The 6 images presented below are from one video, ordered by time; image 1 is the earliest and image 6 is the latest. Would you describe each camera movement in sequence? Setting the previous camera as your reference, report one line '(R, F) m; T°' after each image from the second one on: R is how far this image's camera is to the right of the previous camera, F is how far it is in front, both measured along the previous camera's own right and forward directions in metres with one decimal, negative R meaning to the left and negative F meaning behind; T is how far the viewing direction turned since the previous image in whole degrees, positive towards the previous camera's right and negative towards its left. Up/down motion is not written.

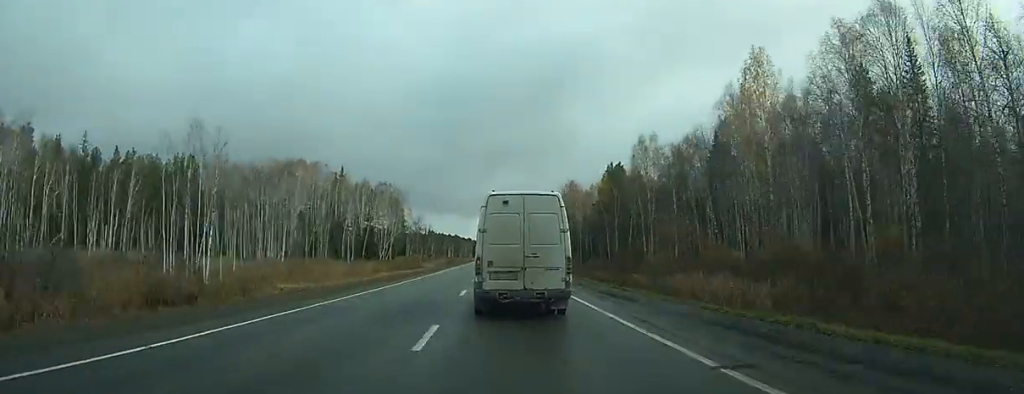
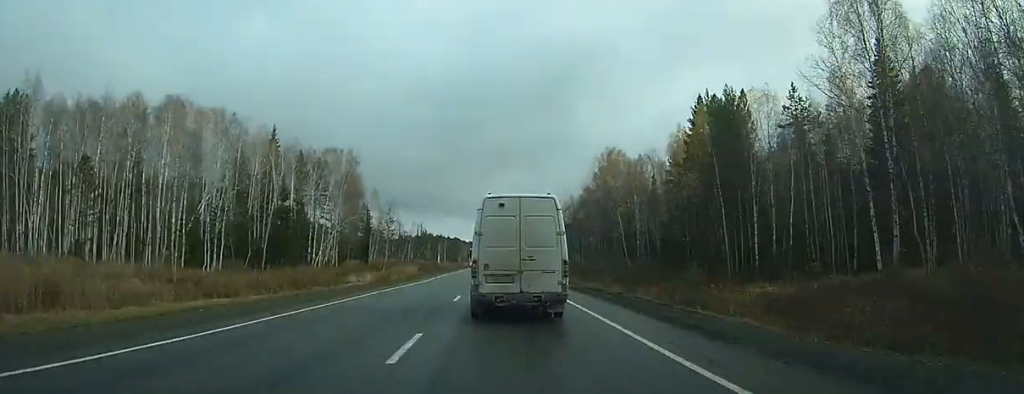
(+0.5, +60.2) m; 0°
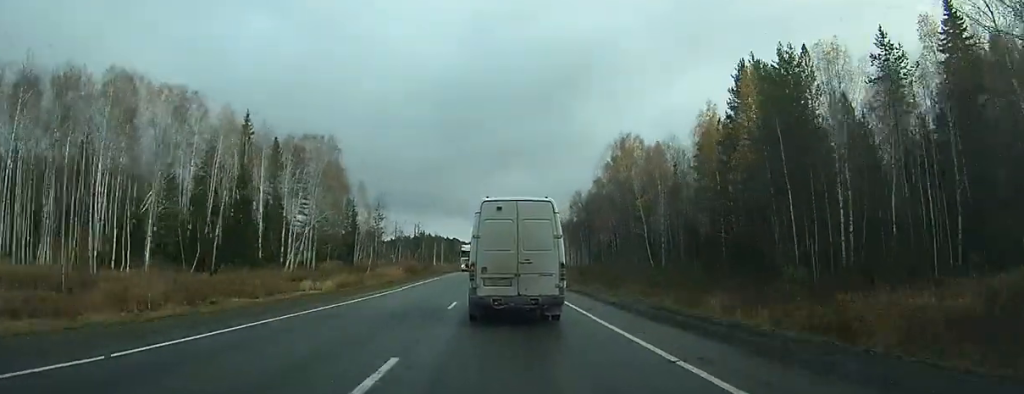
(+0.1, +15.0) m; 0°
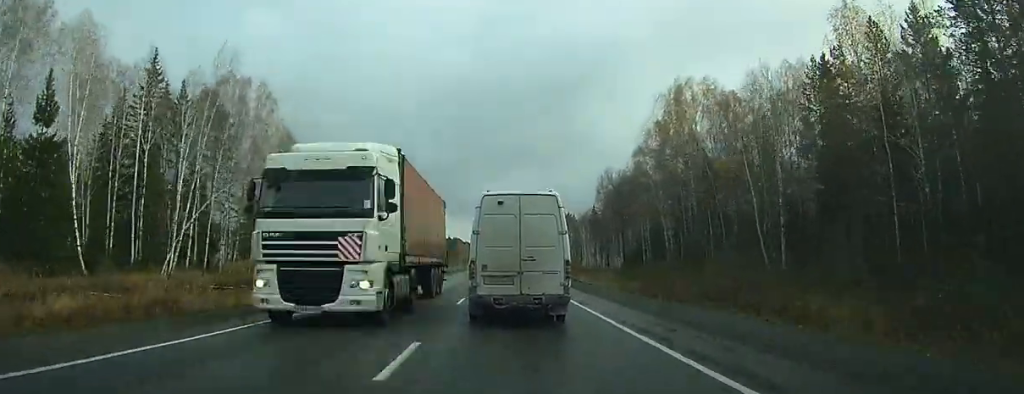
(-0.4, +35.8) m; -1°
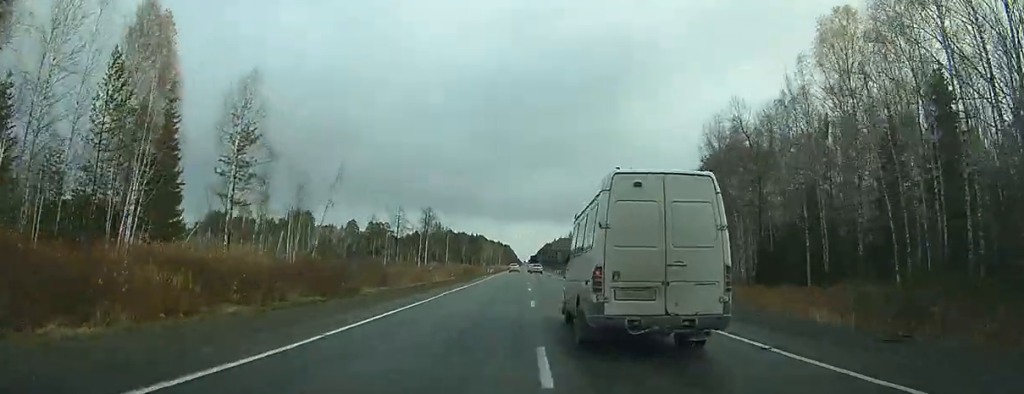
(-0.6, +47.0) m; -1°
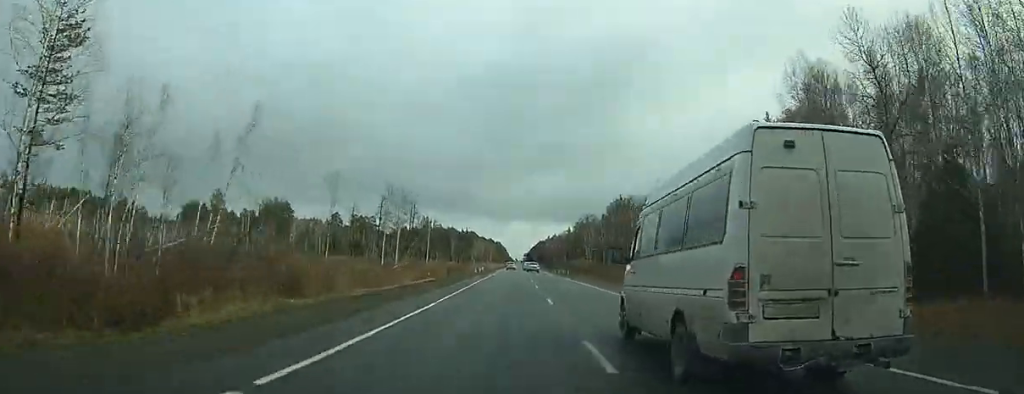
(-0.4, +21.6) m; 0°
